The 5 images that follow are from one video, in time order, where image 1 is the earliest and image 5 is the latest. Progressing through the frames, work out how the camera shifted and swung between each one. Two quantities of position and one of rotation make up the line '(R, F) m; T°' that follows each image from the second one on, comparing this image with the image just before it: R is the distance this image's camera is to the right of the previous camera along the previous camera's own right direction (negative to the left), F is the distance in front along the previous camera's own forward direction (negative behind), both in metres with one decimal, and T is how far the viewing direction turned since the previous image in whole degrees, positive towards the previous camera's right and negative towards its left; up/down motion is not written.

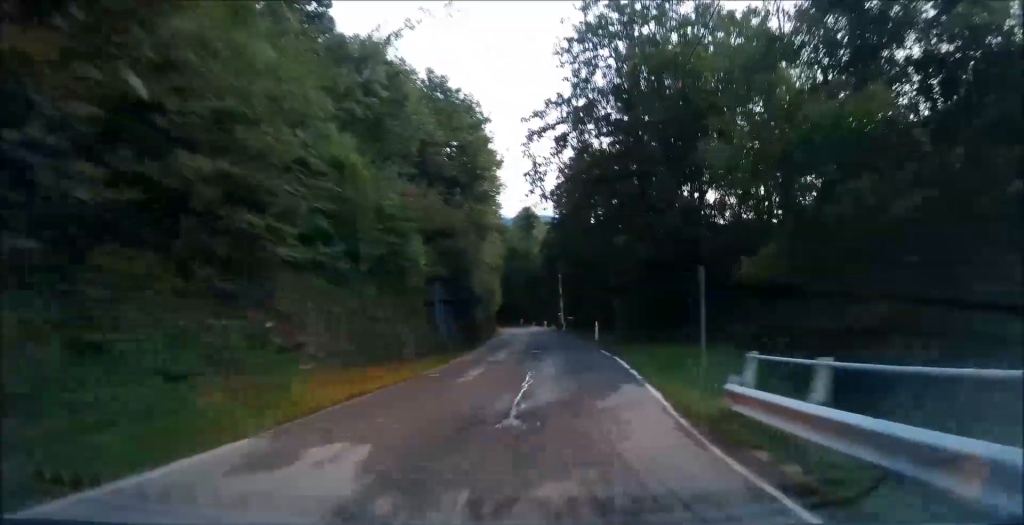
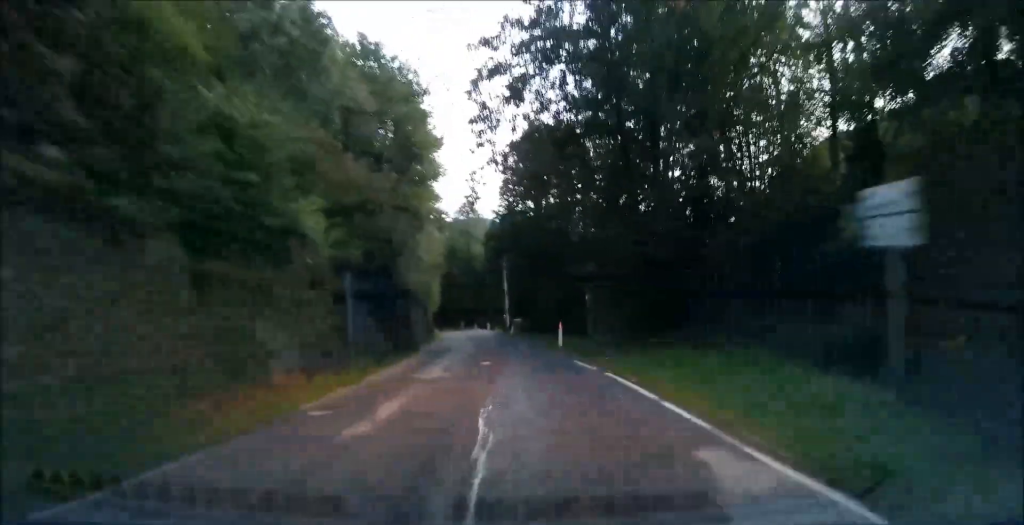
(+0.1, +7.1) m; +2°
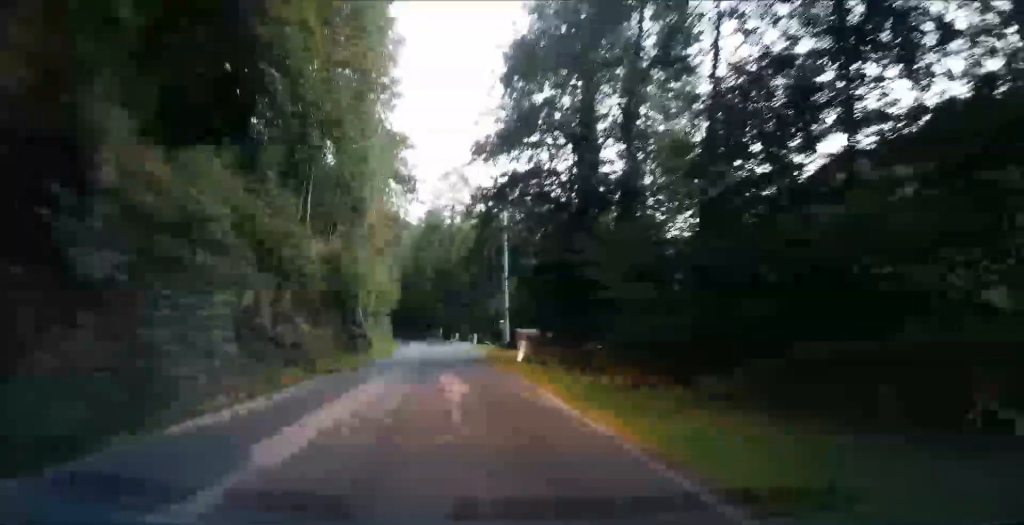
(+1.9, +26.5) m; +3°
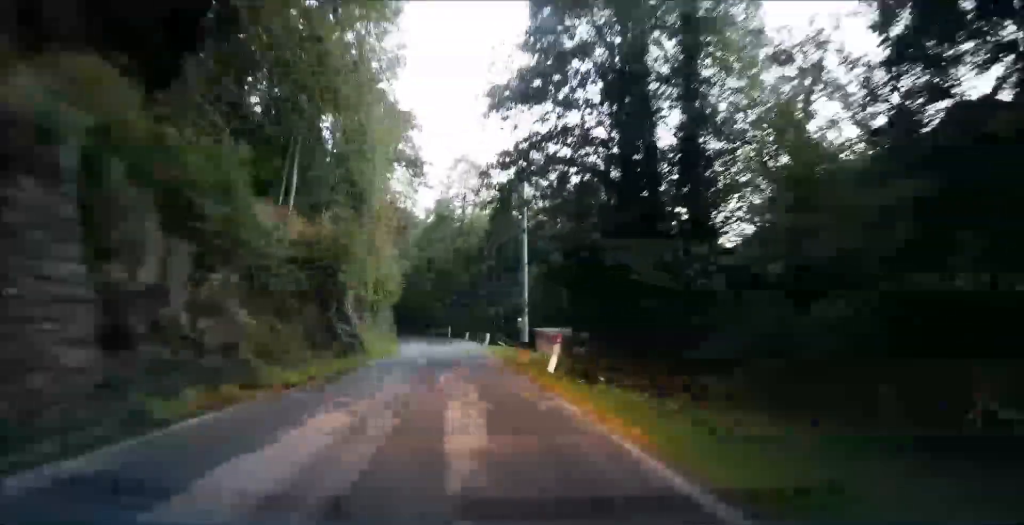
(-0.1, +5.6) m; -1°
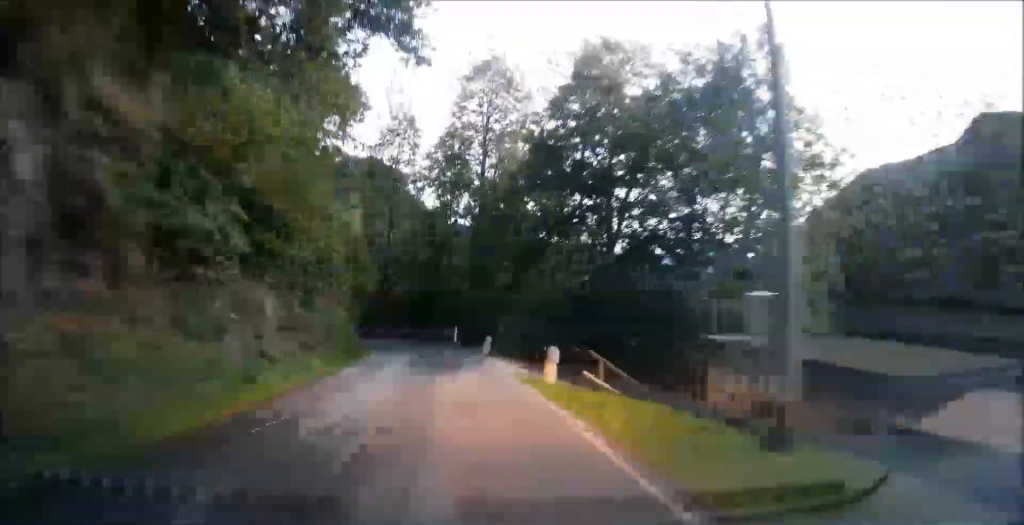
(-0.6, +25.1) m; -2°
